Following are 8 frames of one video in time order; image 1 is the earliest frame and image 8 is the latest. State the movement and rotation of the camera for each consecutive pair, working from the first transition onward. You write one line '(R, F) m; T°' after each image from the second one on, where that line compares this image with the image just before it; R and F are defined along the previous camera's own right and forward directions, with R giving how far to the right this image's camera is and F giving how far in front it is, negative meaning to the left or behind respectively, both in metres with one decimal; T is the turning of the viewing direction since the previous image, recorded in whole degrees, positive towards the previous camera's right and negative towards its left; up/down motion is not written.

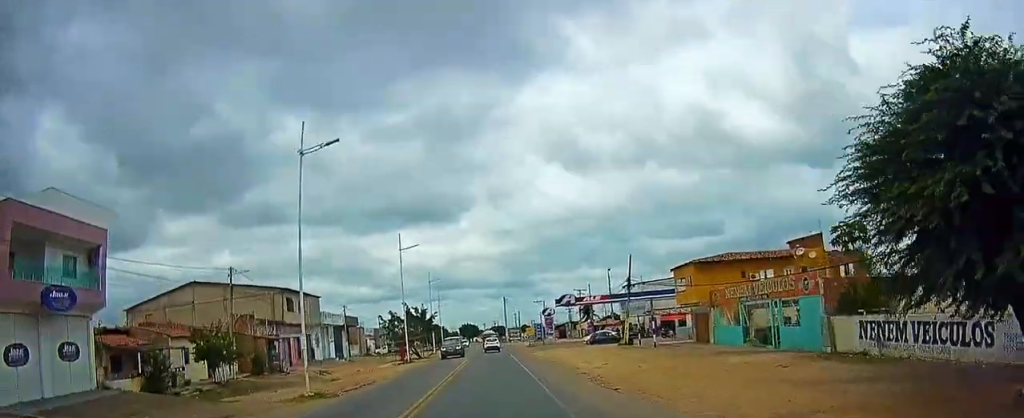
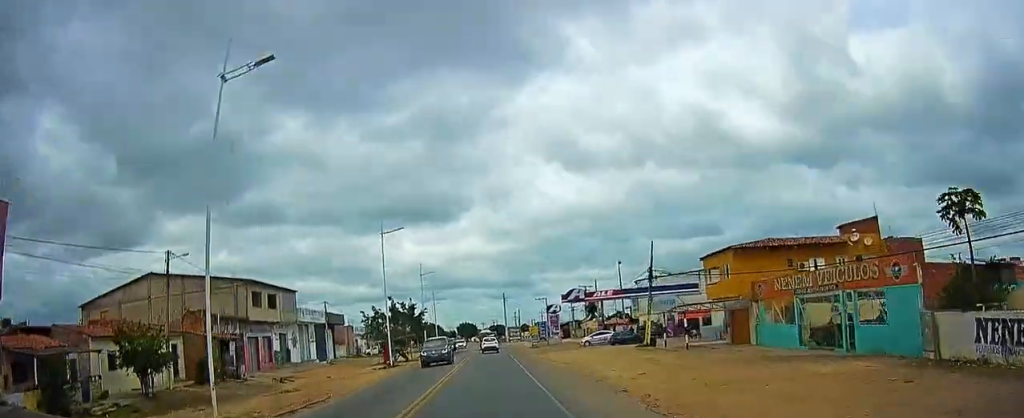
(-0.1, +8.7) m; 0°
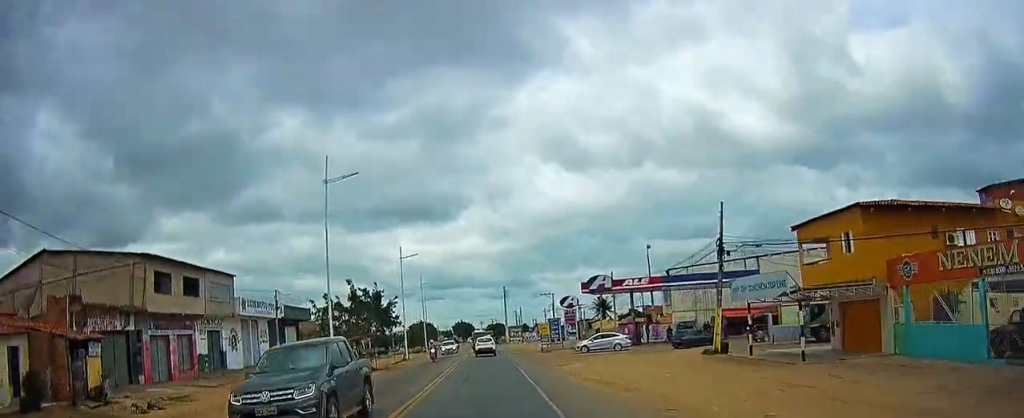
(0.0, +16.4) m; +1°
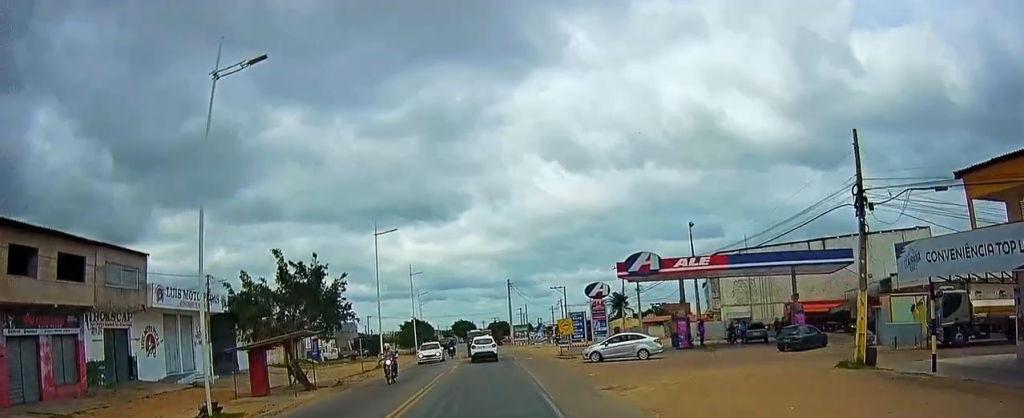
(+0.1, +15.1) m; 0°
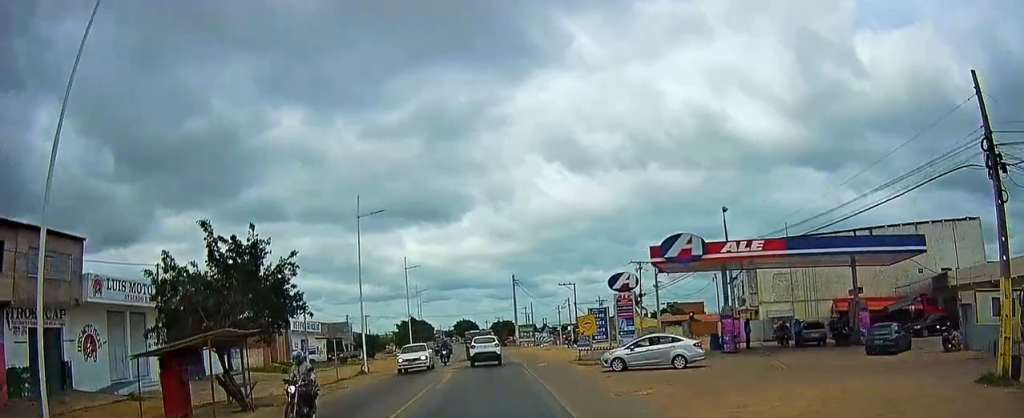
(-0.1, +8.4) m; -1°
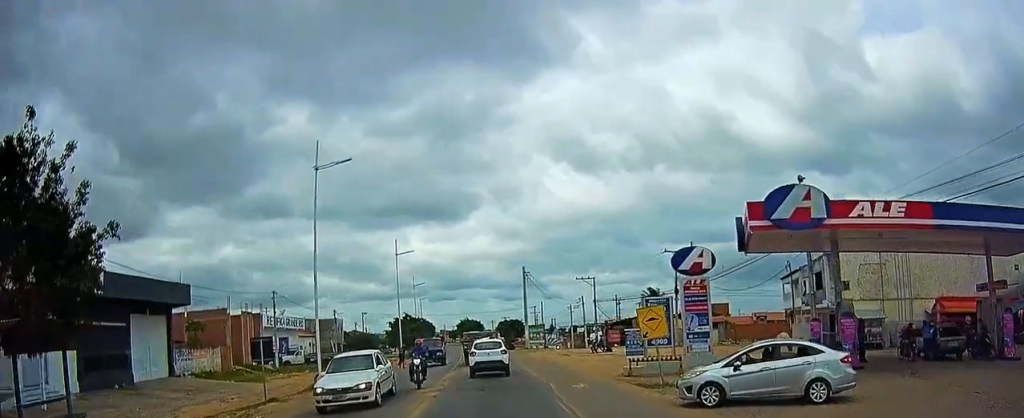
(-0.1, +14.1) m; +1°
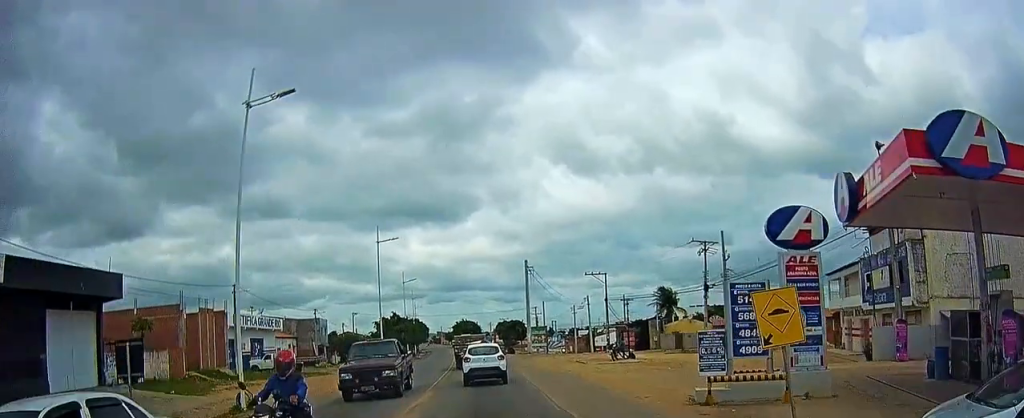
(+0.4, +11.7) m; +1°
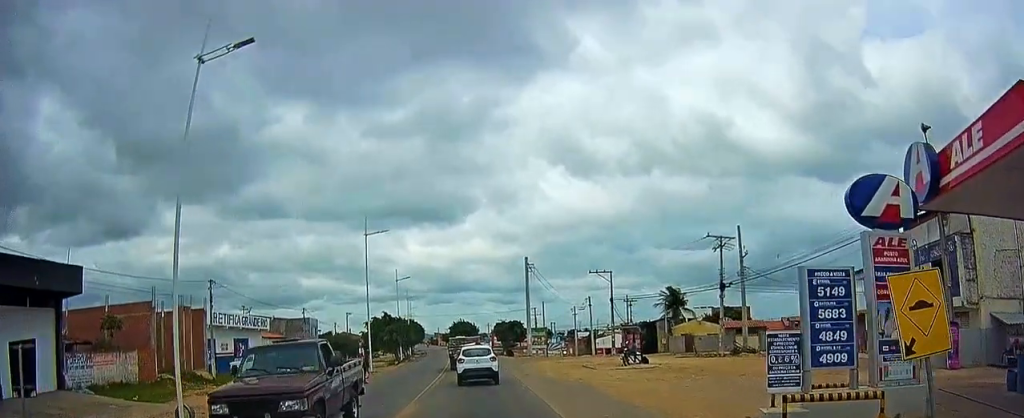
(-0.1, +5.9) m; -2°
